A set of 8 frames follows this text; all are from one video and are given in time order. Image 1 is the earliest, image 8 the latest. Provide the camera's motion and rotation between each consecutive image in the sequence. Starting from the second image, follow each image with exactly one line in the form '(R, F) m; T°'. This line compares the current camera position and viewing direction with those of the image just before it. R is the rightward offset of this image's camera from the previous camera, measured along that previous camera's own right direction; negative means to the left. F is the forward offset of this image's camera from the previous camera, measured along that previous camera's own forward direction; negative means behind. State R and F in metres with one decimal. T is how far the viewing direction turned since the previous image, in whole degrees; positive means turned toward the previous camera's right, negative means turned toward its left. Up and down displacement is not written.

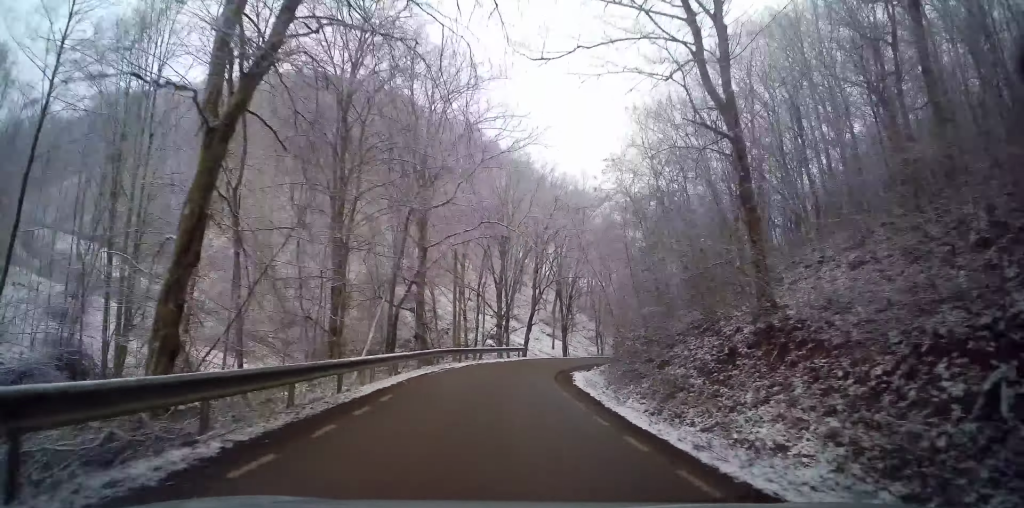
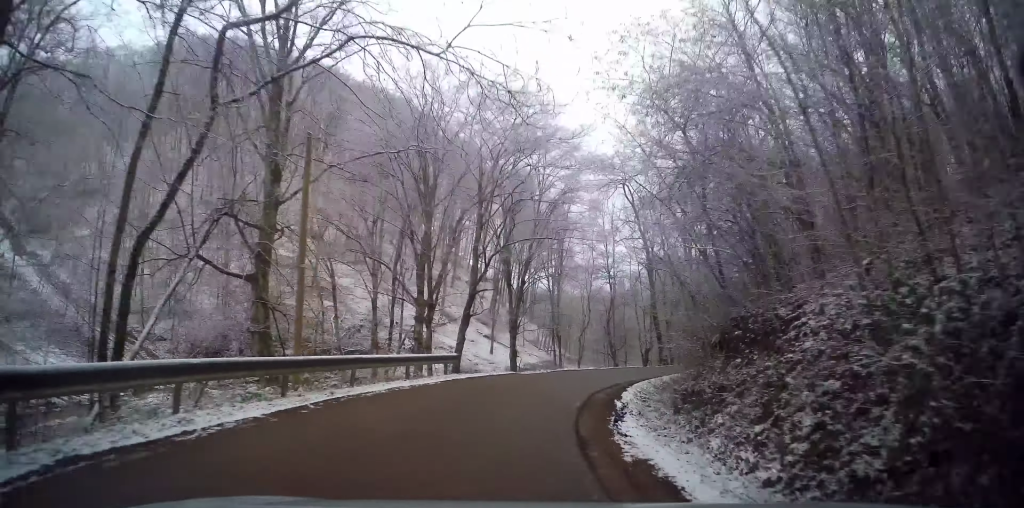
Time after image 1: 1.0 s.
(+0.1, +15.9) m; +4°
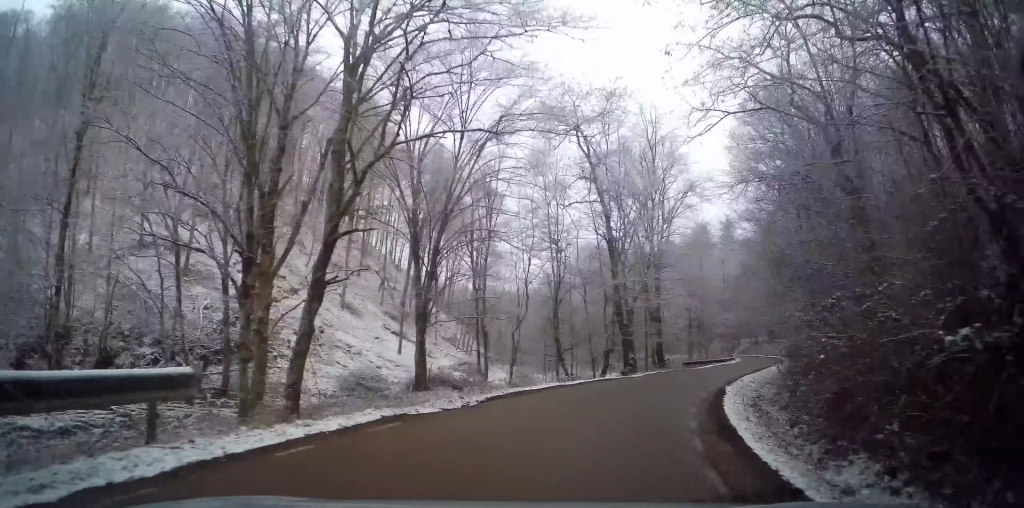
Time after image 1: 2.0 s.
(+1.0, +12.7) m; +12°
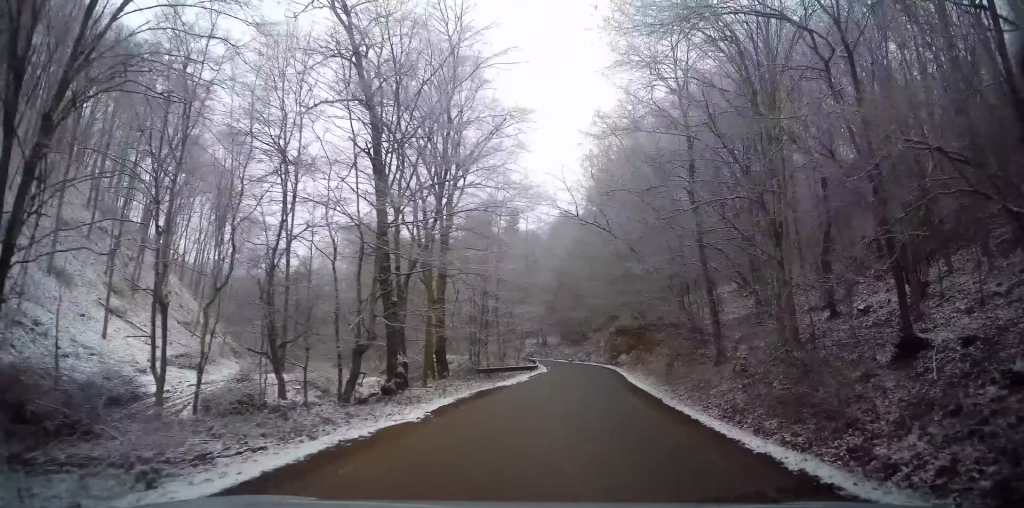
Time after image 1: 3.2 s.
(+2.9, +15.6) m; +22°
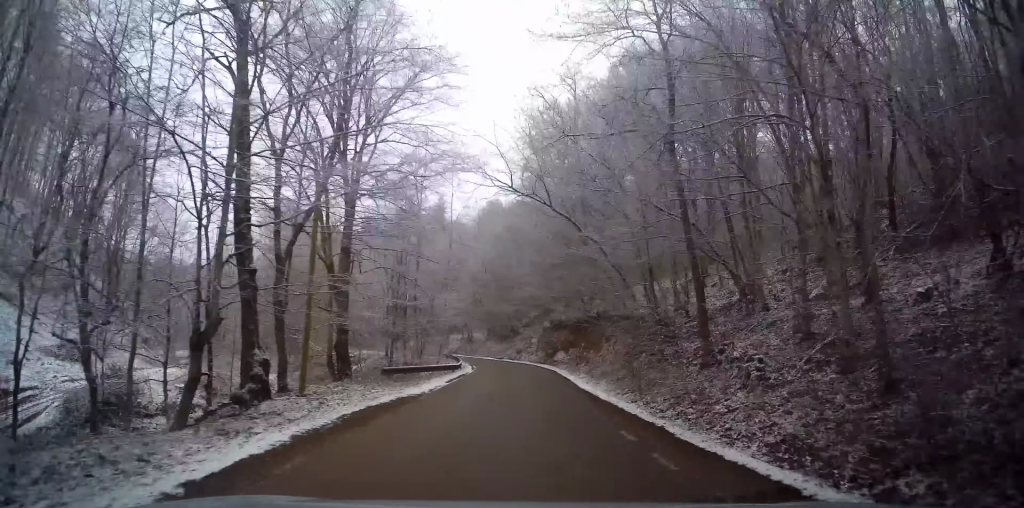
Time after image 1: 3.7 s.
(+0.9, +6.3) m; +5°
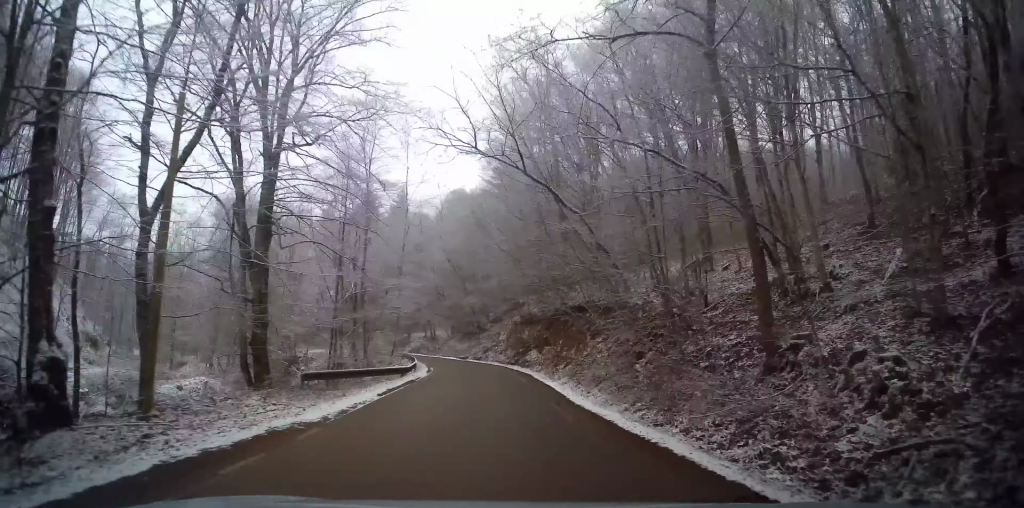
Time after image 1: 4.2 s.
(+0.4, +5.9) m; +4°
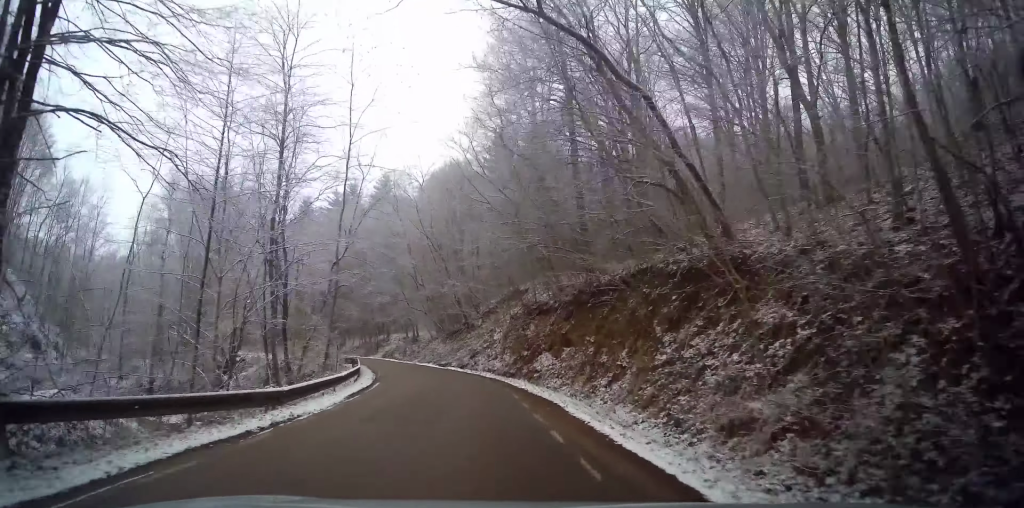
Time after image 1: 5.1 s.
(0.0, +12.3) m; -1°
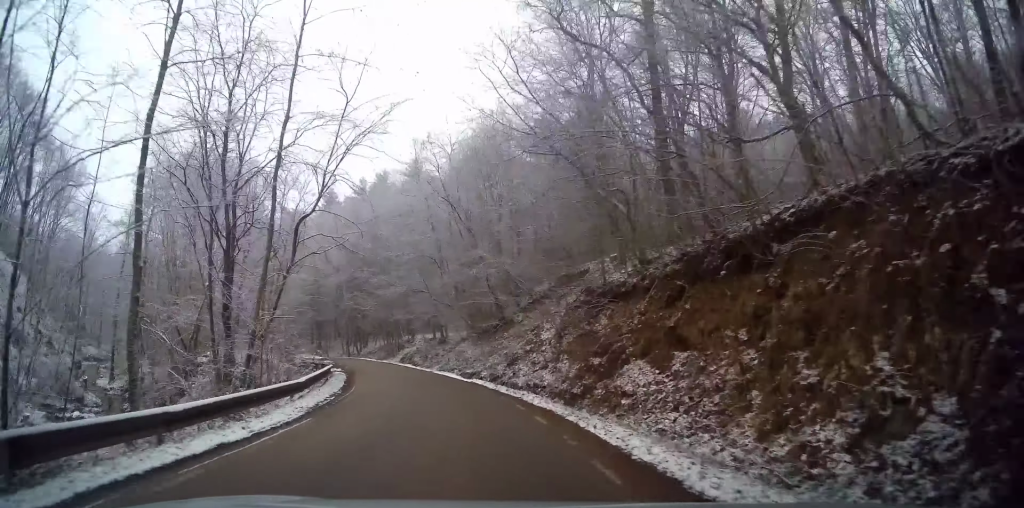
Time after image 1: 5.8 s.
(-0.2, +9.5) m; -4°
